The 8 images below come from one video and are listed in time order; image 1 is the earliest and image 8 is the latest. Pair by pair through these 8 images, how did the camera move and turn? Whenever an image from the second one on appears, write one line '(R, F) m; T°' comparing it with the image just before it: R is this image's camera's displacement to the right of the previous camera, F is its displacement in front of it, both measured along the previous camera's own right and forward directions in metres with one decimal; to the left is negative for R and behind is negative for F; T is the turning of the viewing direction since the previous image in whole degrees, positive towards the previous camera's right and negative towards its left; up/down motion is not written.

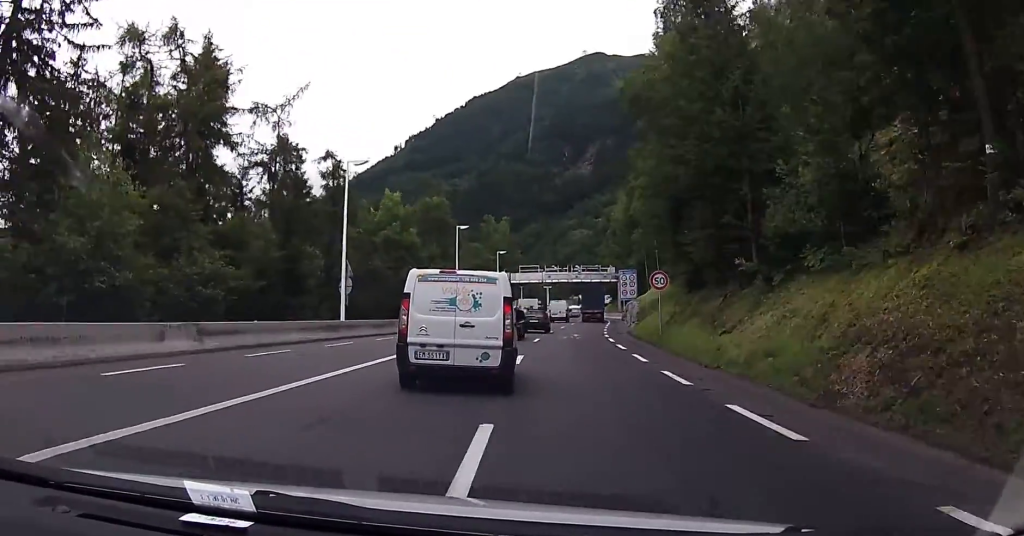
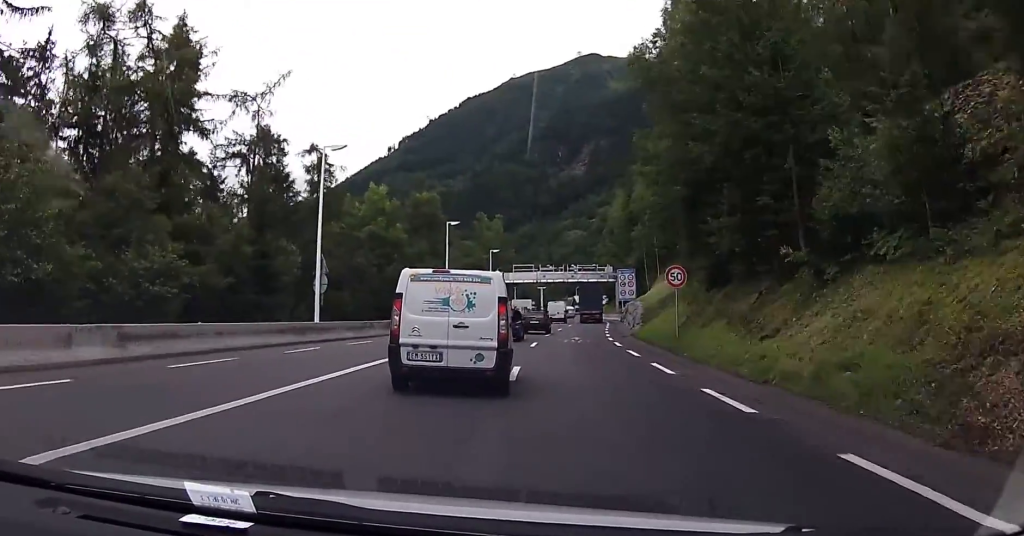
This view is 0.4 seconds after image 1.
(+0.4, +4.1) m; +1°
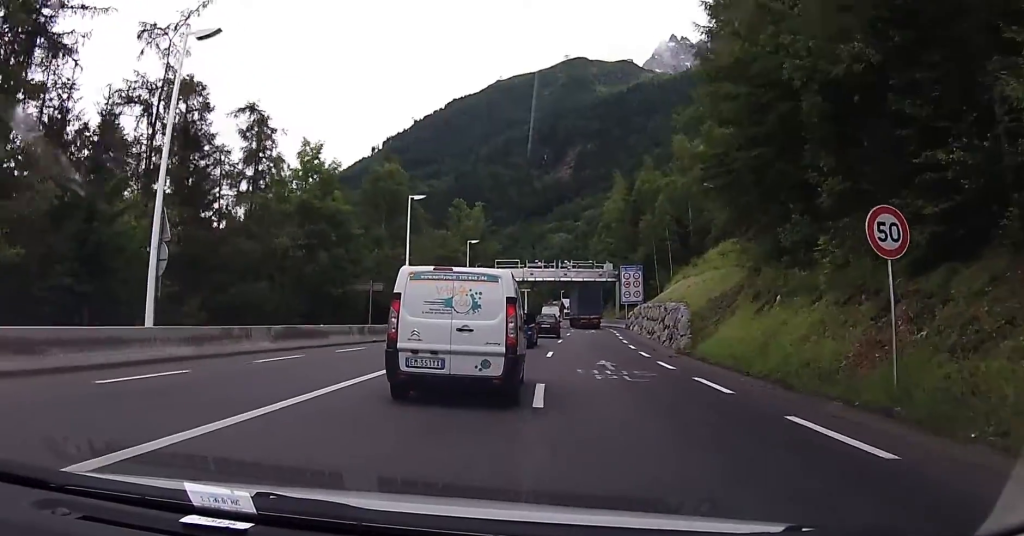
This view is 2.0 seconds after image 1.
(0.0, +16.5) m; +2°
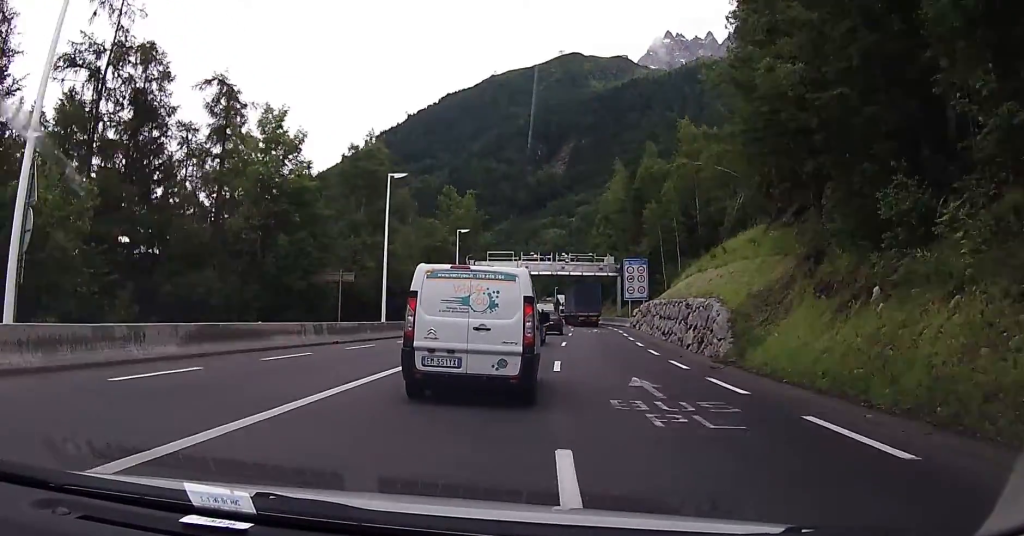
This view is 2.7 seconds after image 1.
(+0.3, +6.9) m; +2°
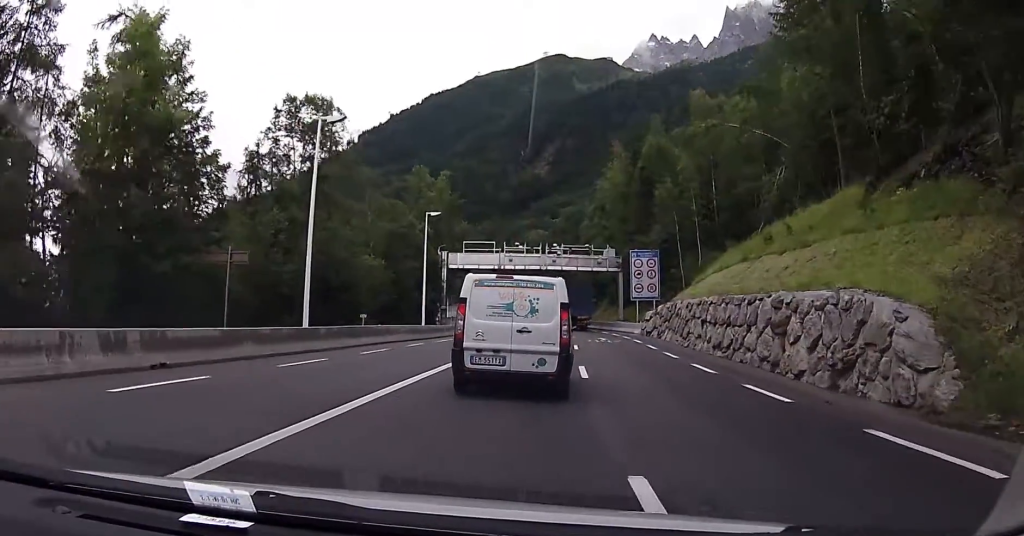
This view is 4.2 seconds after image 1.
(+0.5, +15.3) m; +3°
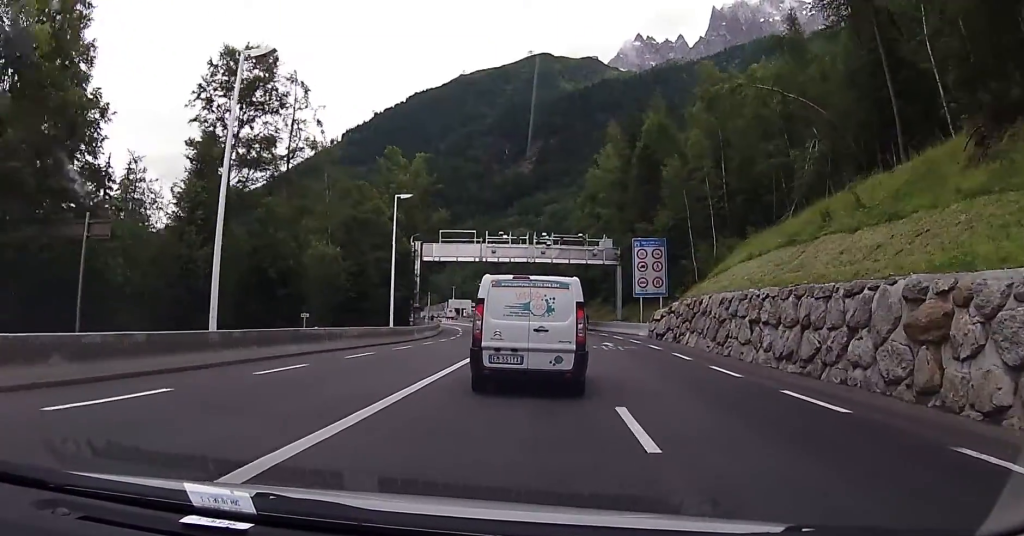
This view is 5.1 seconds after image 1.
(+0.1, +8.6) m; 0°
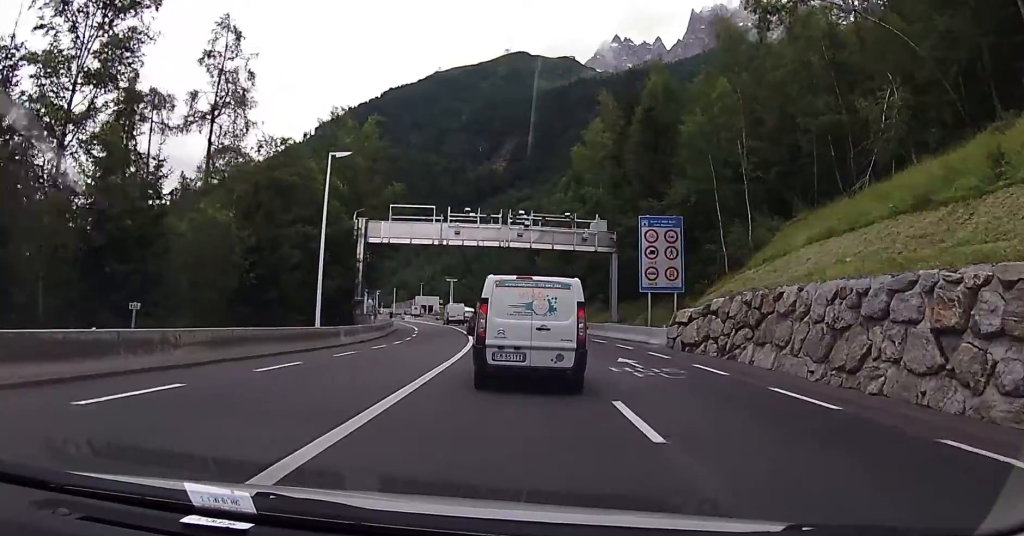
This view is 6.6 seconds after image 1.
(+0.1, +12.9) m; 0°
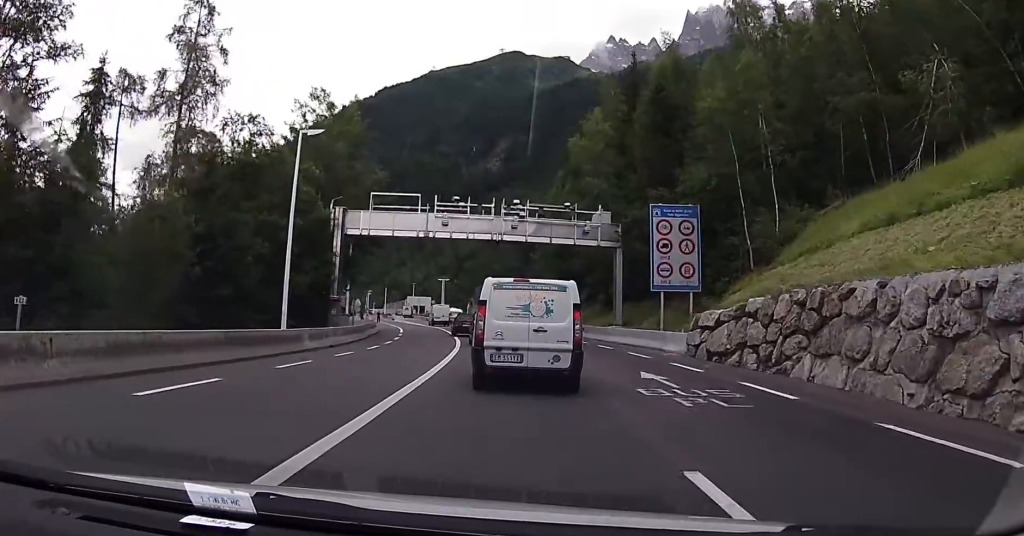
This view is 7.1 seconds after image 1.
(-0.1, +5.1) m; 0°
